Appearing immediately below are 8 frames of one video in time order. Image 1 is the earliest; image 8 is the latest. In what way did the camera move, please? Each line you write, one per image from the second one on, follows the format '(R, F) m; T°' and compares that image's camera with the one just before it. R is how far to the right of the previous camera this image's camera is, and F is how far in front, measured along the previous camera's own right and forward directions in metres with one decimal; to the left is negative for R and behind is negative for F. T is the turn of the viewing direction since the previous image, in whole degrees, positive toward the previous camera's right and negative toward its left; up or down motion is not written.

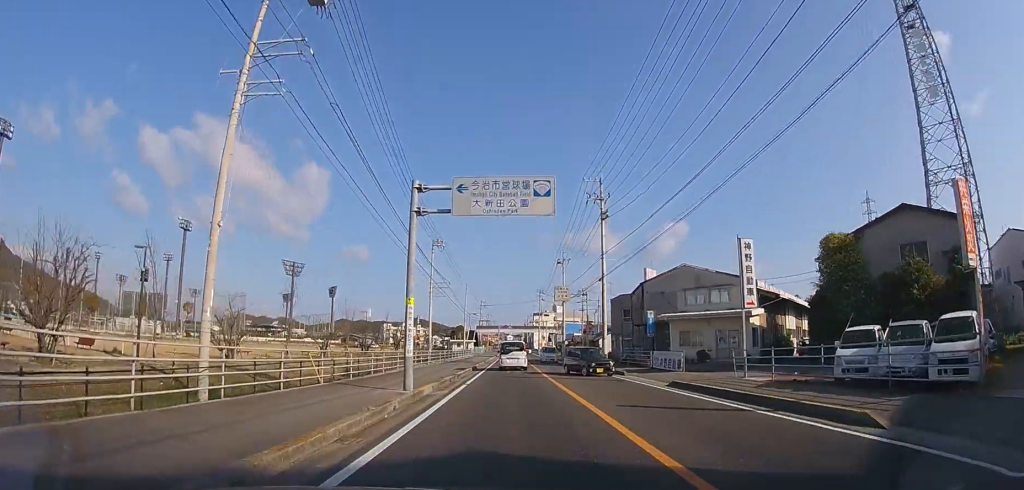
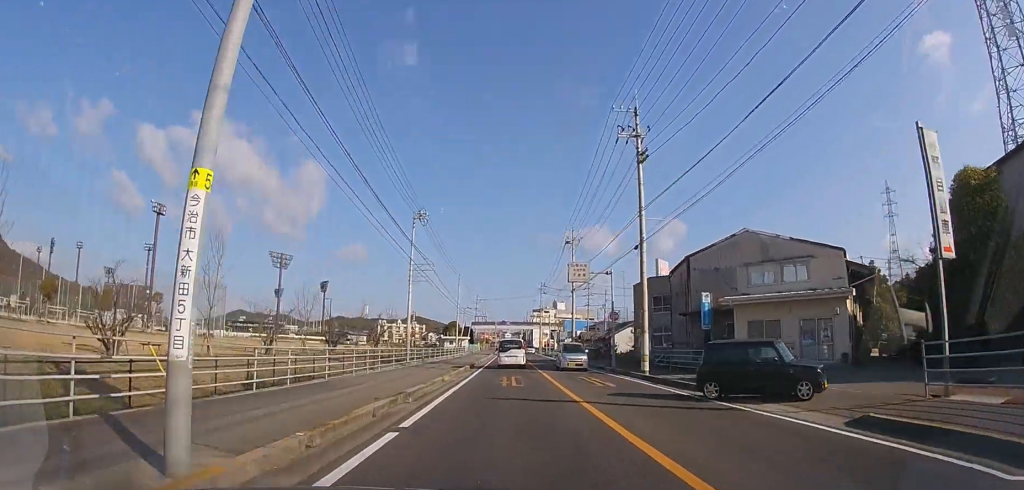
(0.0, +10.2) m; 0°
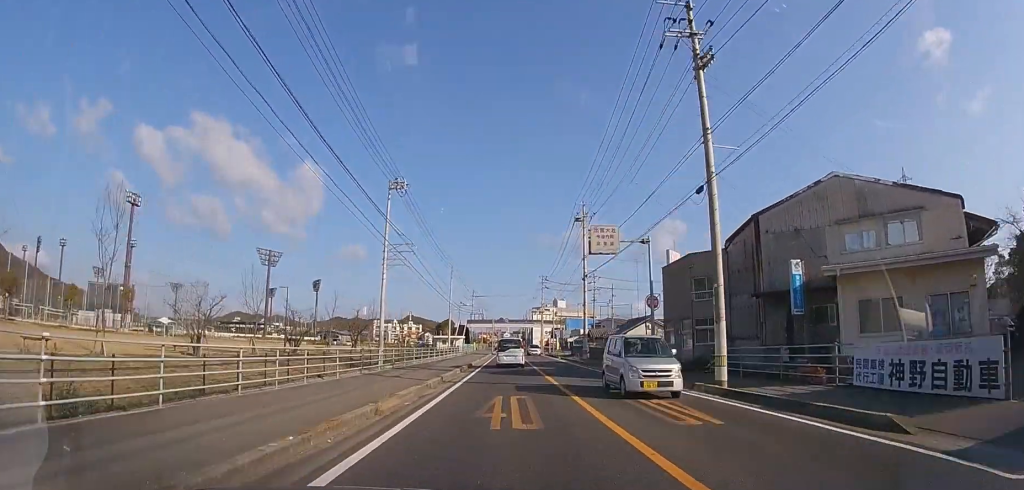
(0.0, +8.6) m; 0°
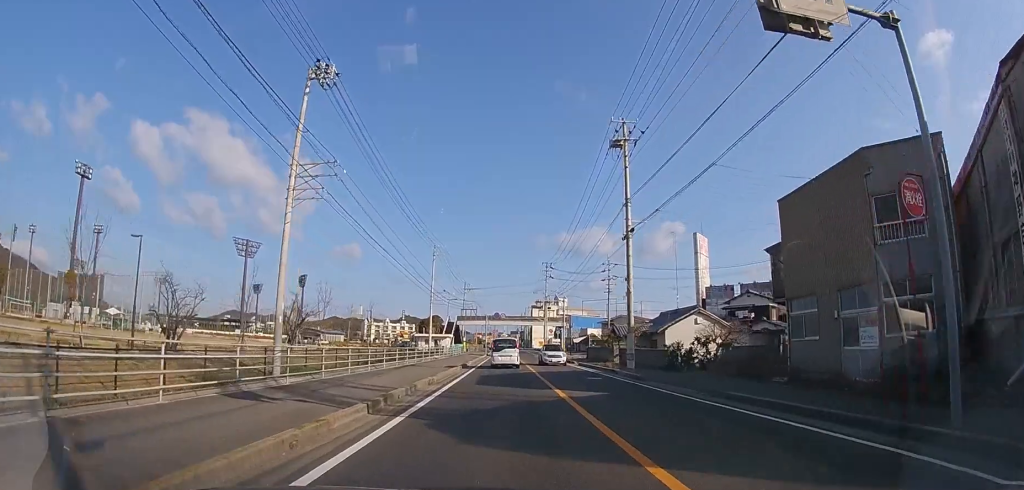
(0.0, +15.4) m; 0°
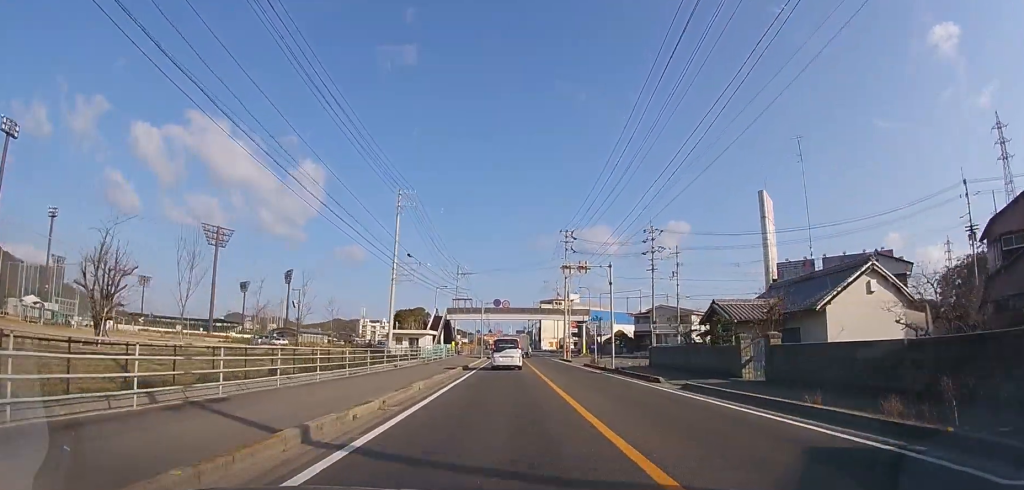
(0.0, +21.8) m; 0°
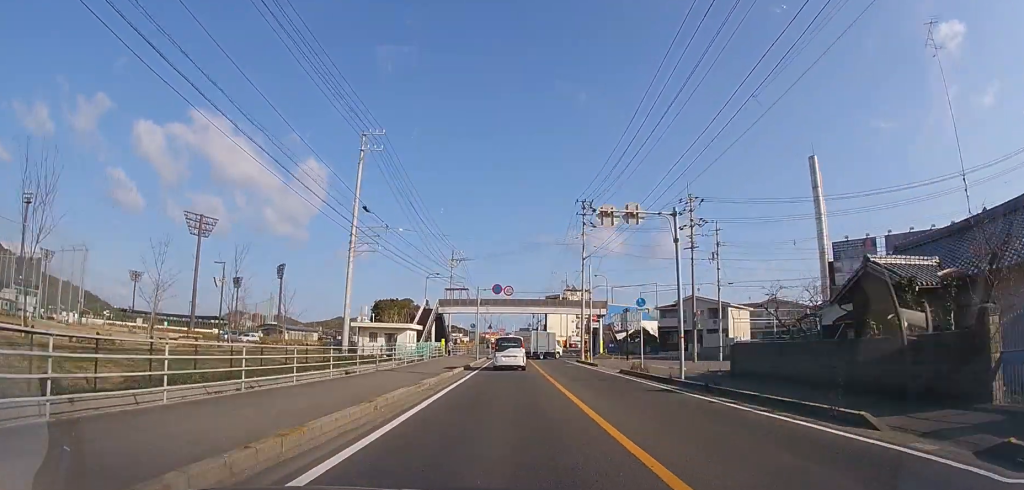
(-0.1, +10.5) m; 0°
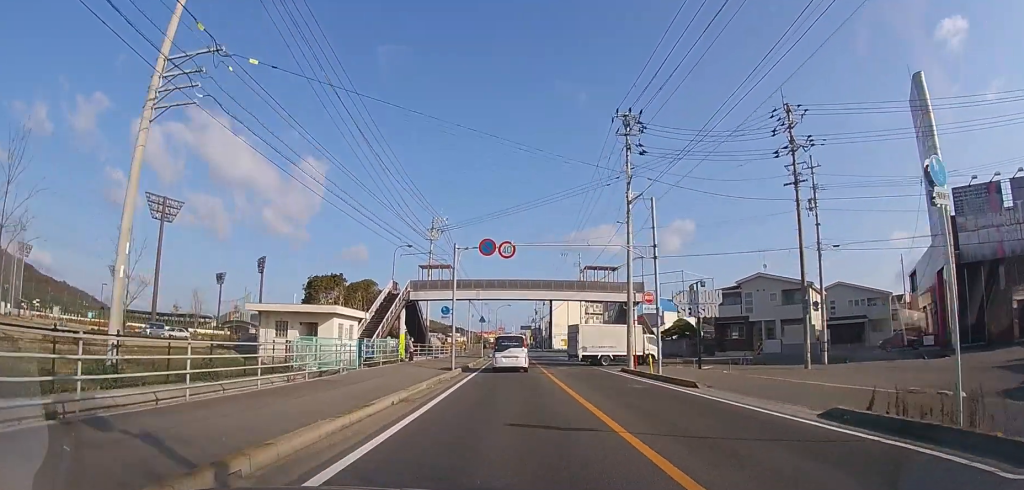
(-0.1, +17.6) m; 0°
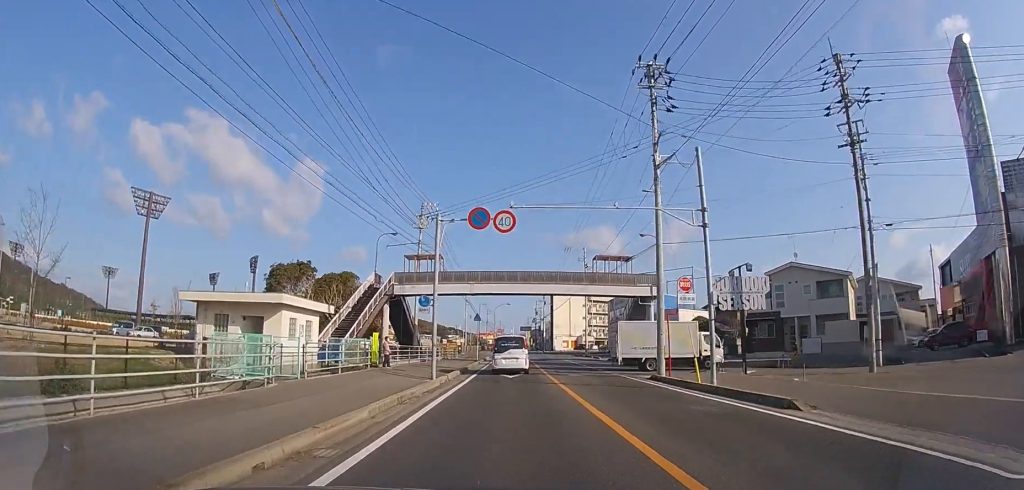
(0.0, +5.6) m; 0°
